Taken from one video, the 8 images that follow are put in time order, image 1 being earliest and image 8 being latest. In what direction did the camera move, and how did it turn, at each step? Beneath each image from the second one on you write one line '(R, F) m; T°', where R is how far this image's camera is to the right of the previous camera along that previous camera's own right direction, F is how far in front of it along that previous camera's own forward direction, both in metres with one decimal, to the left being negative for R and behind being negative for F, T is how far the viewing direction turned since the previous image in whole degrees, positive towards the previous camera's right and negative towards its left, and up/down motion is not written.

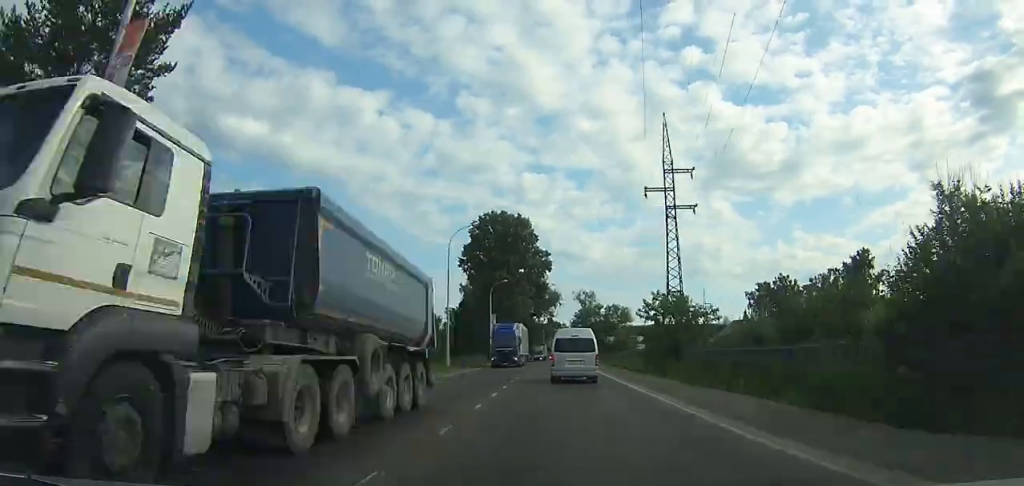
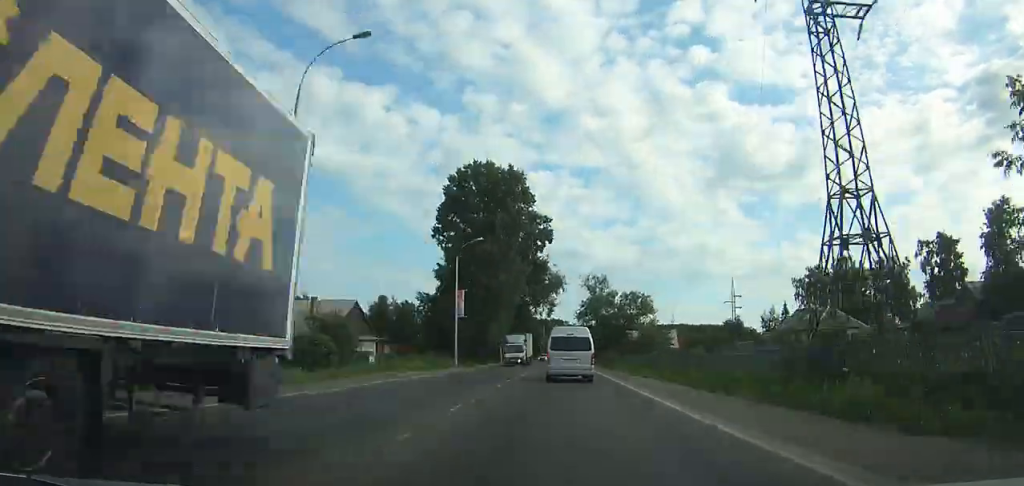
(-3.0, +33.5) m; -4°
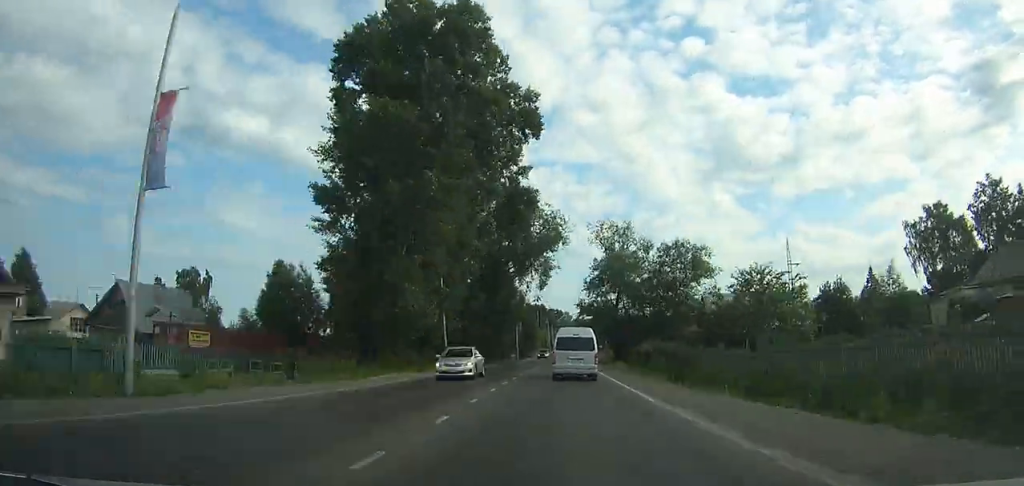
(-0.8, +46.0) m; -1°
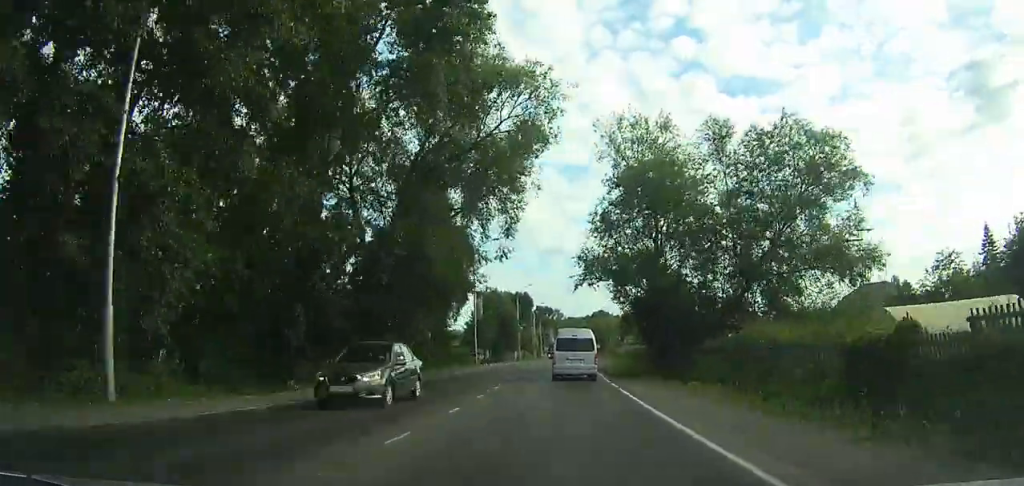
(+0.1, +34.6) m; +1°
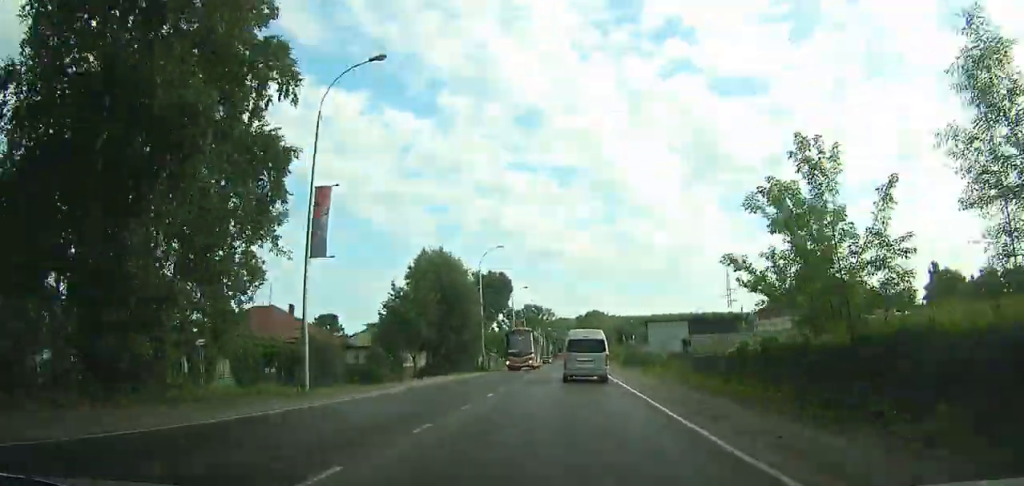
(+0.1, +34.0) m; +1°
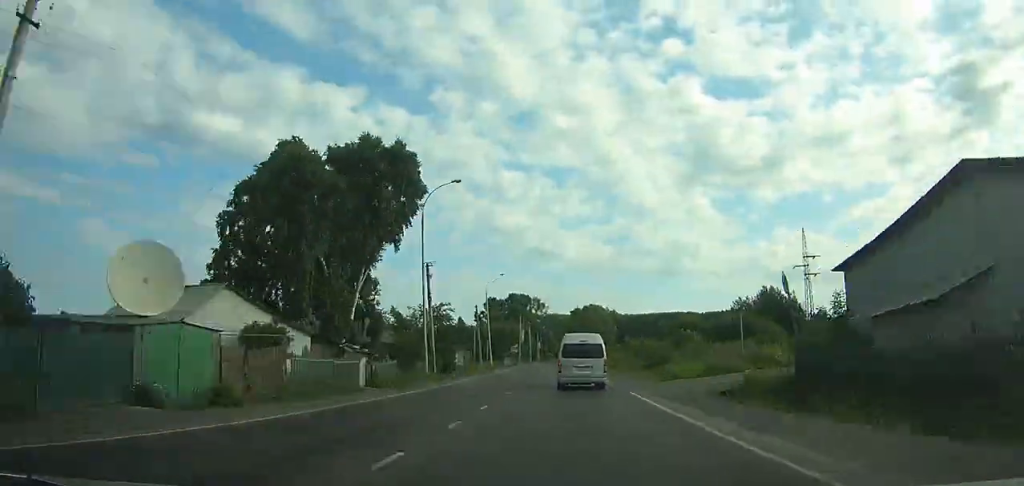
(+0.5, +51.3) m; +1°
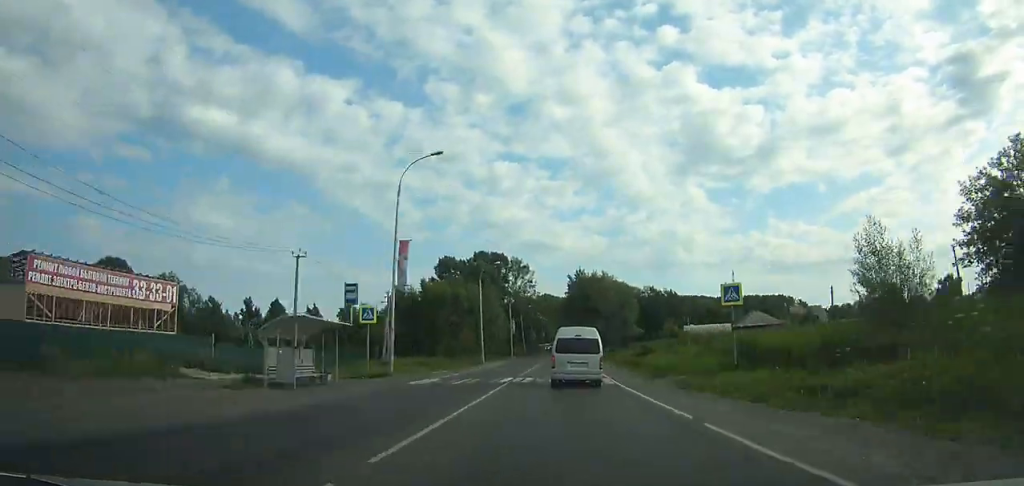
(+0.4, +83.4) m; +1°
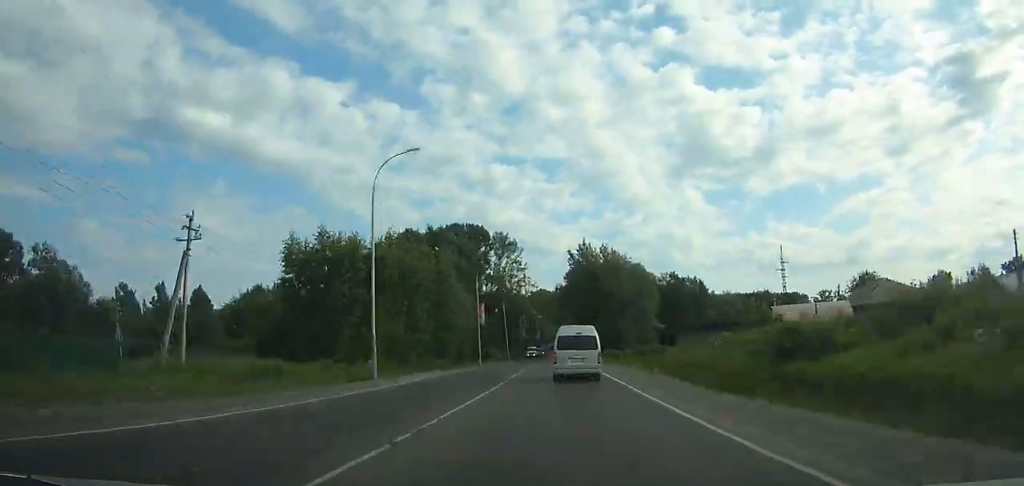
(+0.1, +38.1) m; 0°
